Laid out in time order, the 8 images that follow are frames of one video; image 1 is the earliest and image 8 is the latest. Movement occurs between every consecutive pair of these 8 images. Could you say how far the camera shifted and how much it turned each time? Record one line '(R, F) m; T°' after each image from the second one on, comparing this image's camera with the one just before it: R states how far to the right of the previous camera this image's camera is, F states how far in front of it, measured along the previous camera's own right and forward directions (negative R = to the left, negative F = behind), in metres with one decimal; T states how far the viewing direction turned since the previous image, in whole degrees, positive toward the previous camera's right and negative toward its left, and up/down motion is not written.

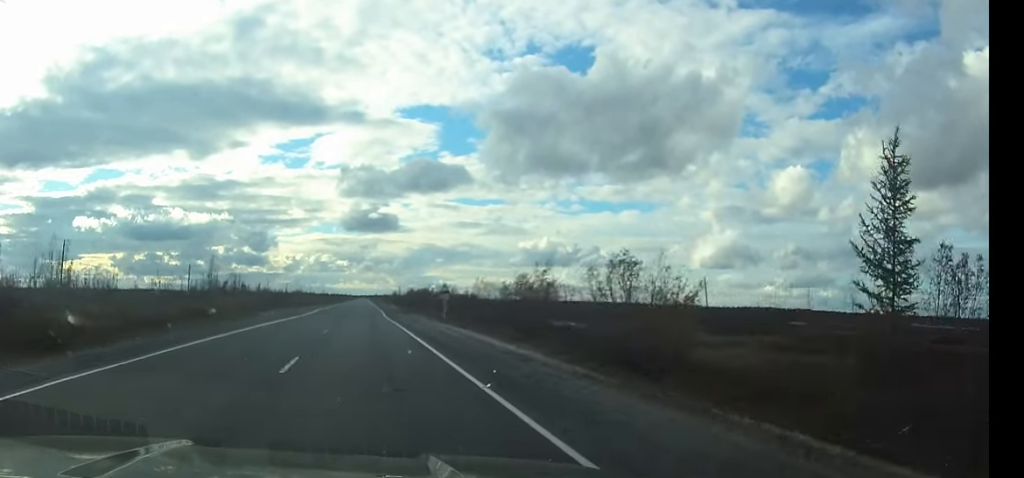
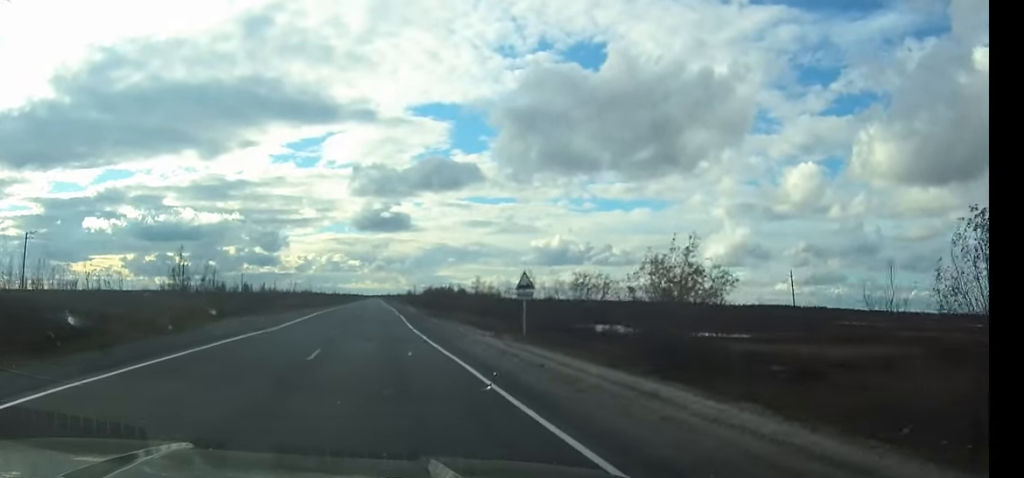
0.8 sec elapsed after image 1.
(-0.1, +20.7) m; 0°
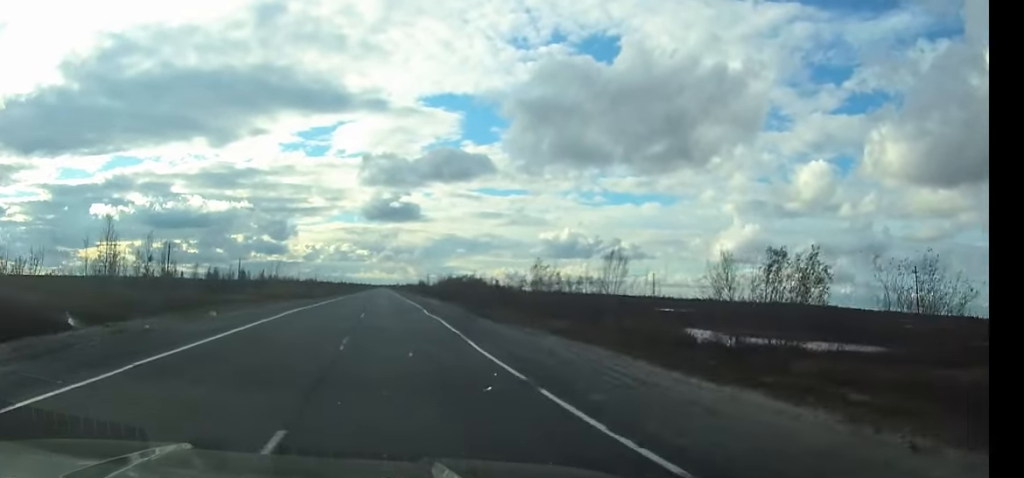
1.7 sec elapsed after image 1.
(+0.2, +23.3) m; 0°
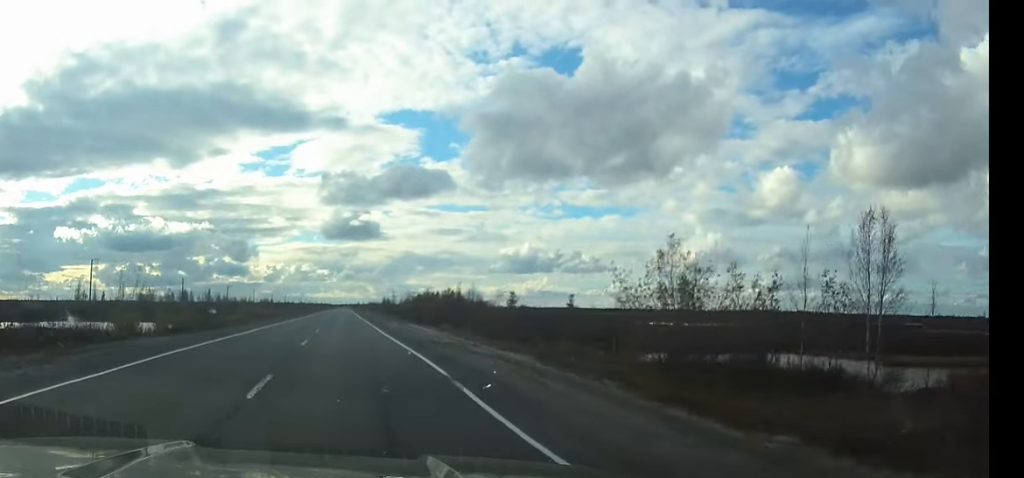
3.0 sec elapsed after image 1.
(0.0, +32.8) m; 0°
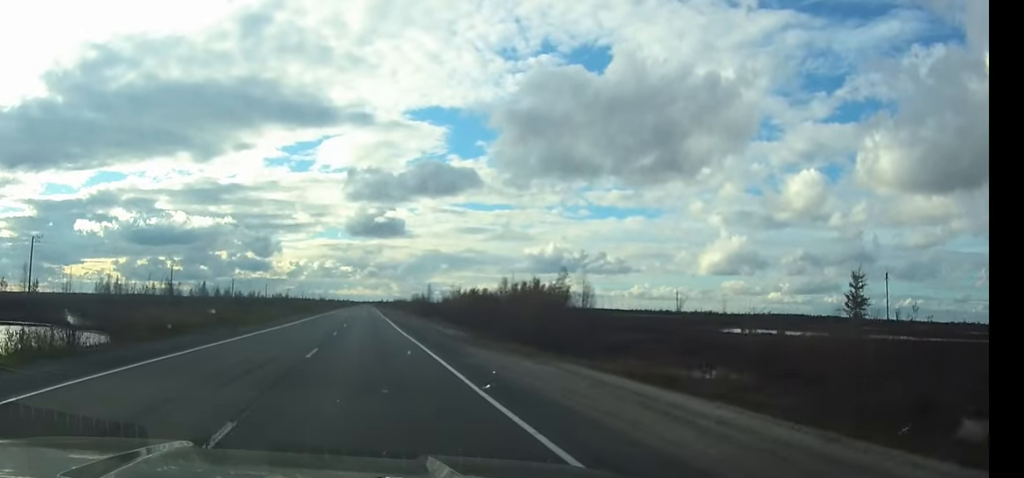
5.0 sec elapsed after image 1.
(-0.1, +44.7) m; 0°
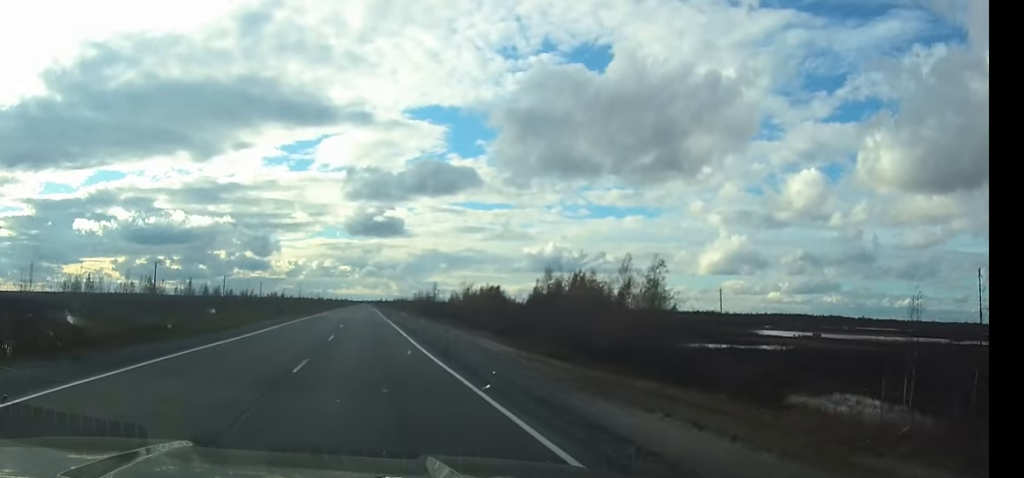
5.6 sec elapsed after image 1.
(0.0, +15.7) m; 0°
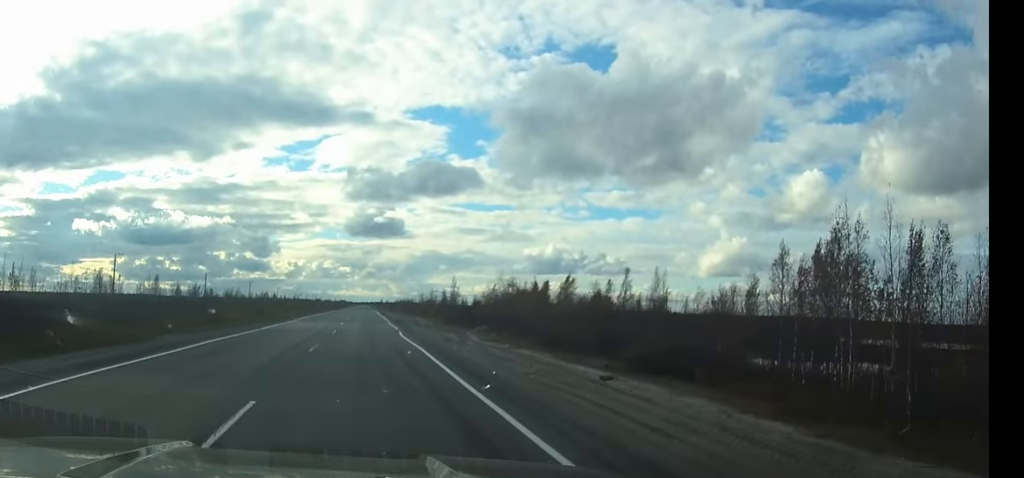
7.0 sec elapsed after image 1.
(-0.1, +31.1) m; 0°
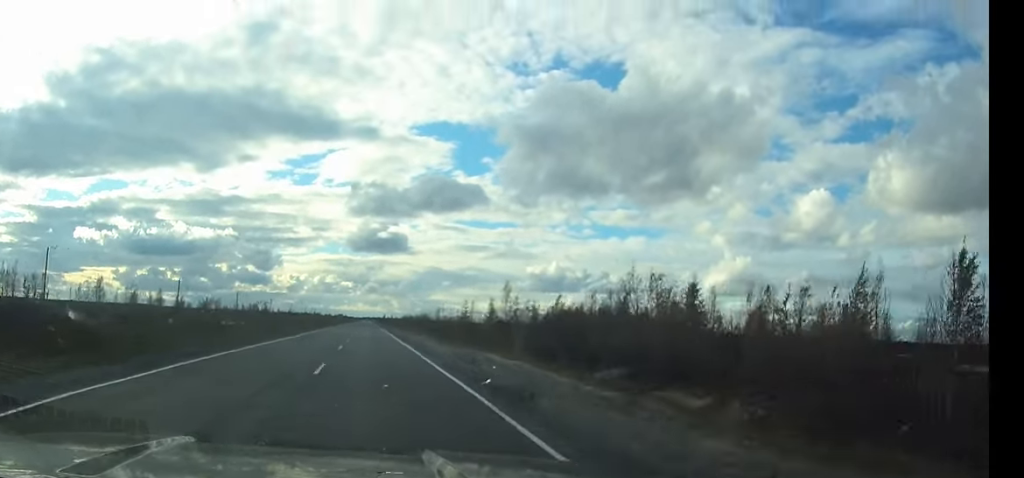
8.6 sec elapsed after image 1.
(0.0, +38.5) m; 0°
